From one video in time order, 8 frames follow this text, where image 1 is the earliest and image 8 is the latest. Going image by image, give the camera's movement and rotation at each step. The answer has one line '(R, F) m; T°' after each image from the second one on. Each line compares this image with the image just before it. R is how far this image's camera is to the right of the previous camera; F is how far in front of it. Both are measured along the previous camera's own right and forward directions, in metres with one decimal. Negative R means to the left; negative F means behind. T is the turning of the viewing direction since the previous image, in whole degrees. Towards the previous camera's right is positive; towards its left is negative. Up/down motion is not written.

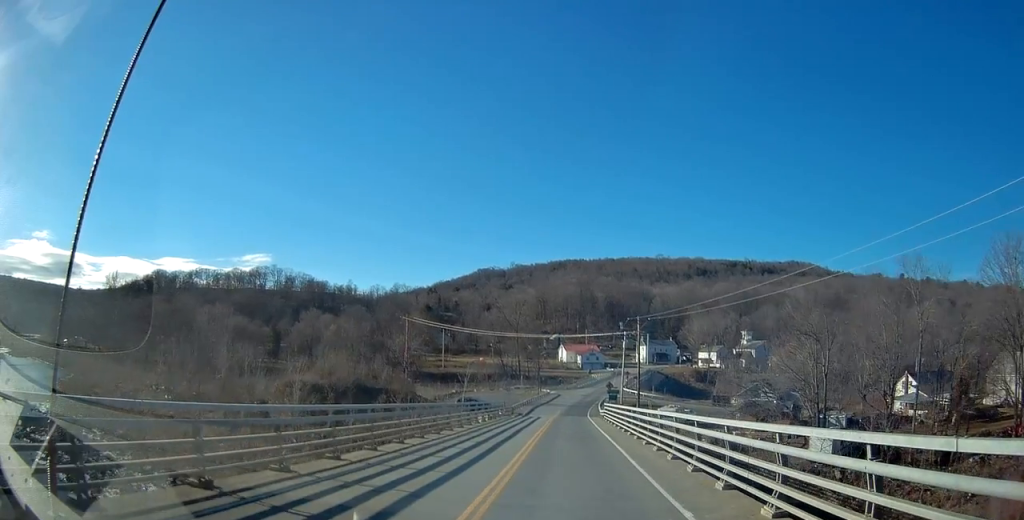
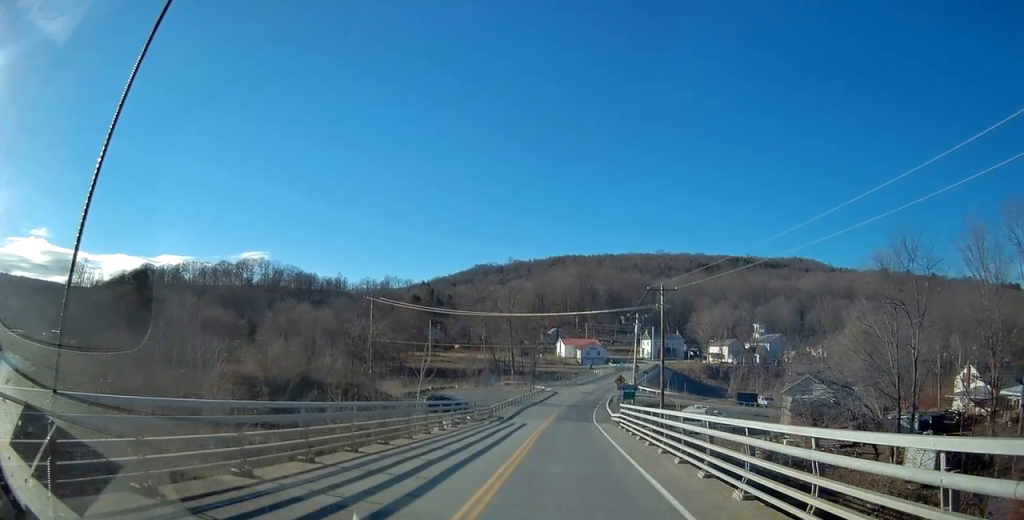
(+0.1, +16.8) m; -1°
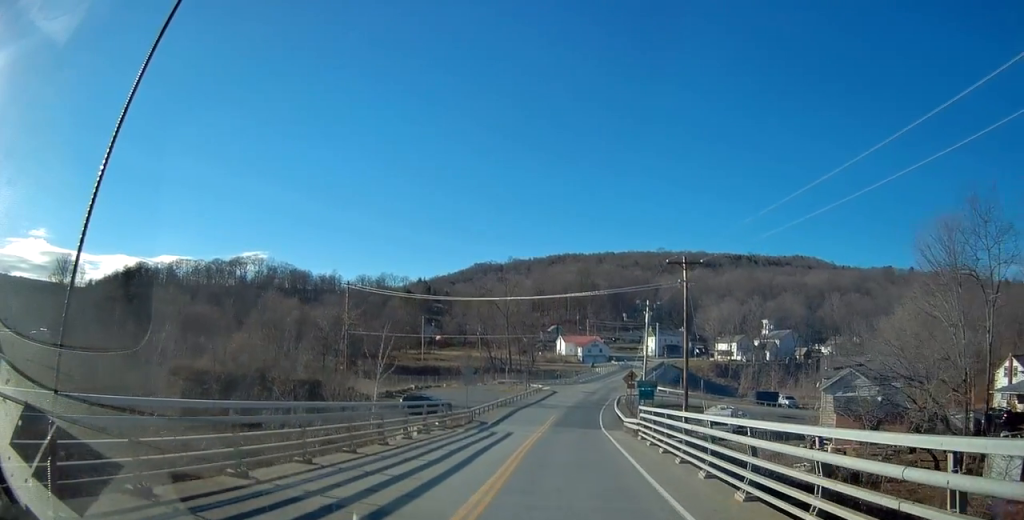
(-0.2, +9.4) m; -1°
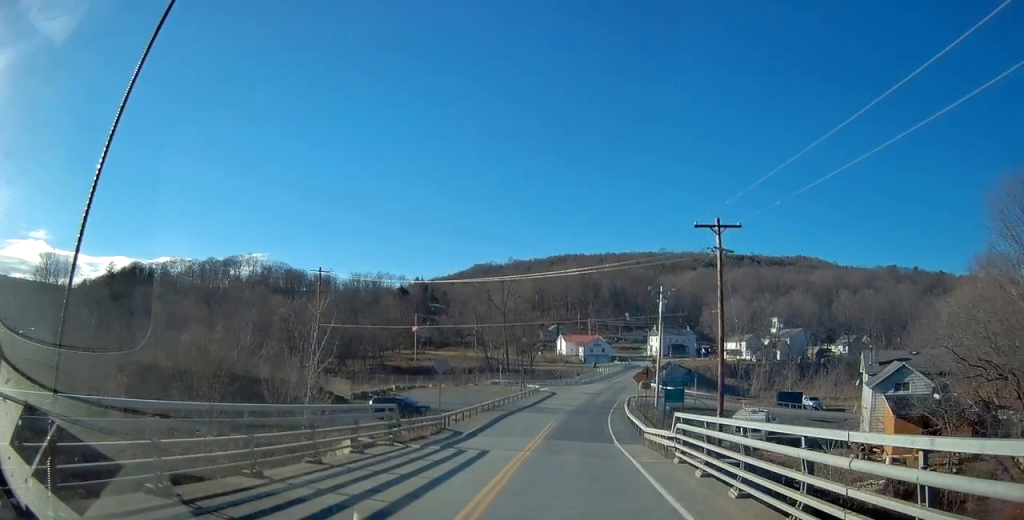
(-0.1, +8.7) m; 0°
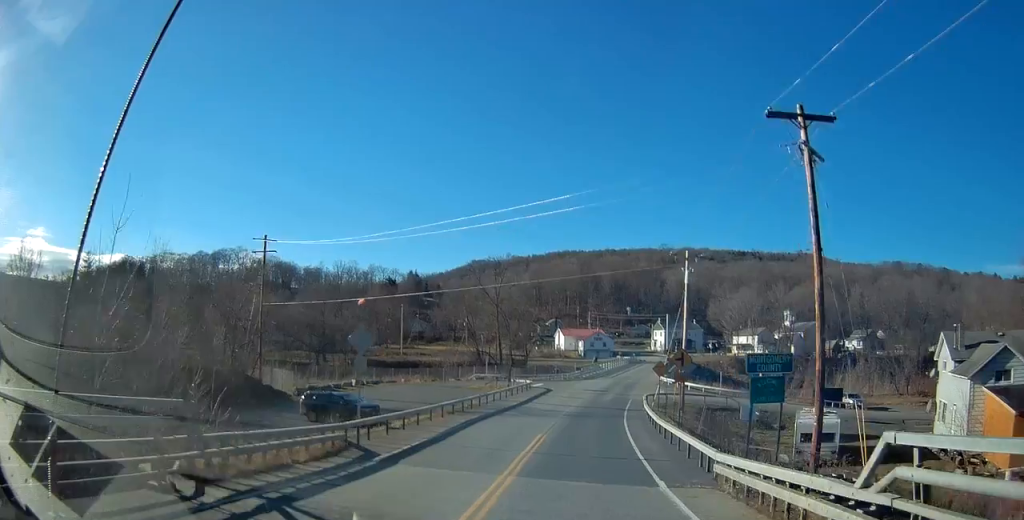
(+0.3, +11.9) m; +2°
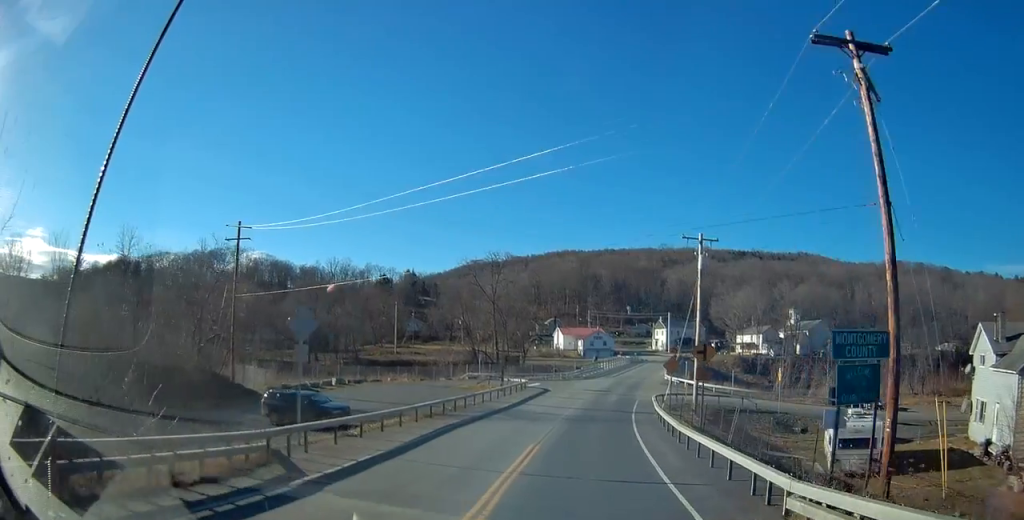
(+0.2, +4.6) m; 0°
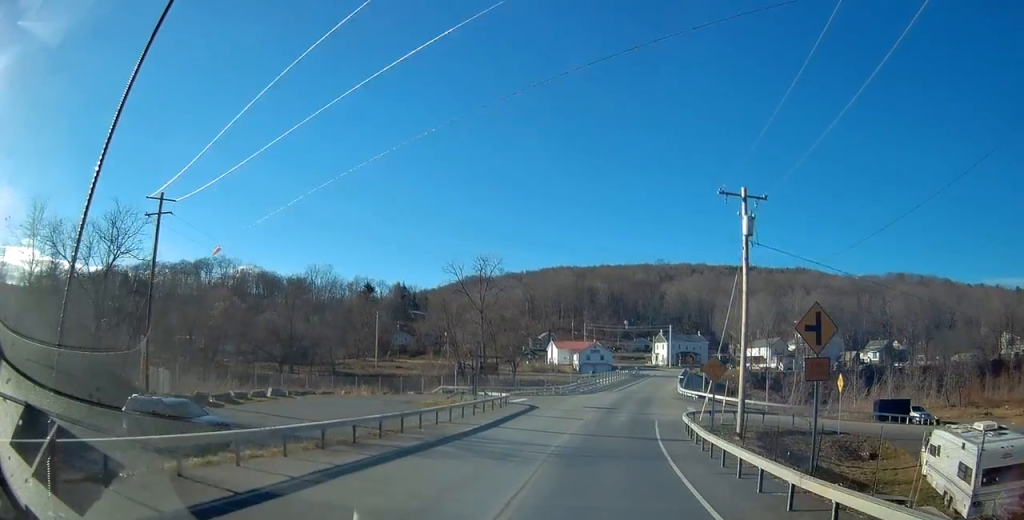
(-0.4, +10.8) m; -2°
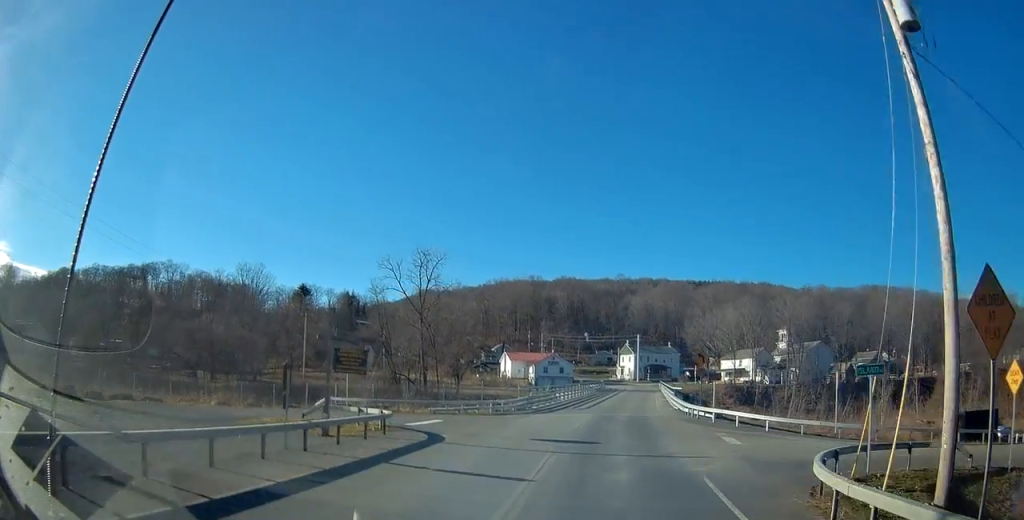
(+0.7, +16.7) m; +5°
